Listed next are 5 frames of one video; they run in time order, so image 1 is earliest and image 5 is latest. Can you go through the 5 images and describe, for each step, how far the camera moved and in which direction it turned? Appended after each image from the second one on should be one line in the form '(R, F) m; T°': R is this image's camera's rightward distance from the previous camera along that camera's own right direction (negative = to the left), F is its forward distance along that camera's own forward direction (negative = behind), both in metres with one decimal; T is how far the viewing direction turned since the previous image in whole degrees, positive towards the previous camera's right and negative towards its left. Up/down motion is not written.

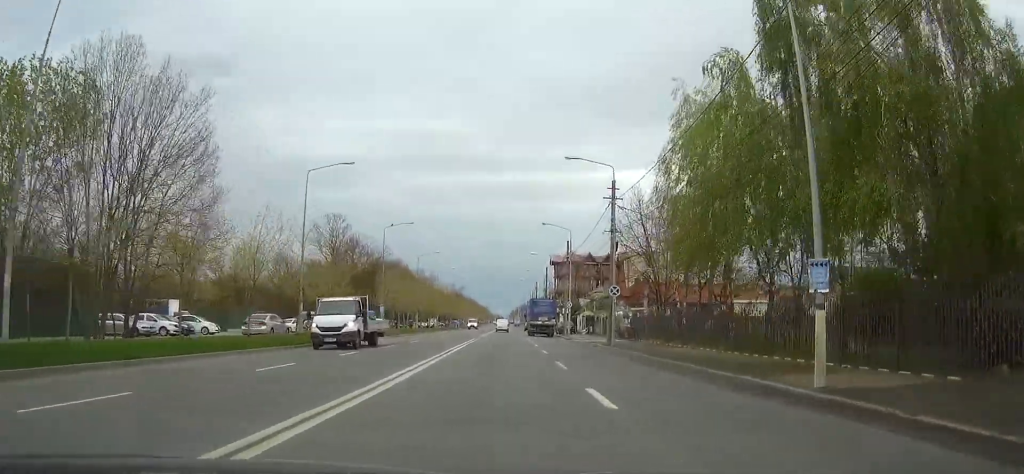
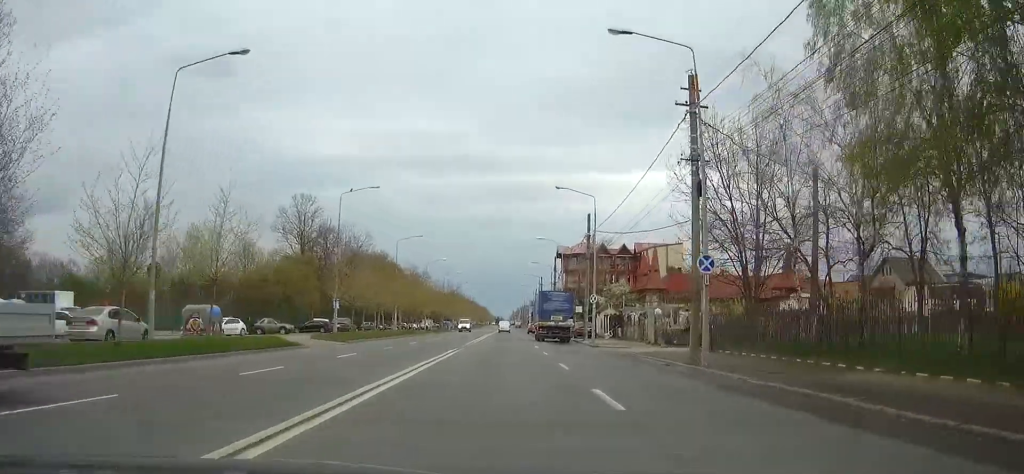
(0.0, +18.3) m; 0°
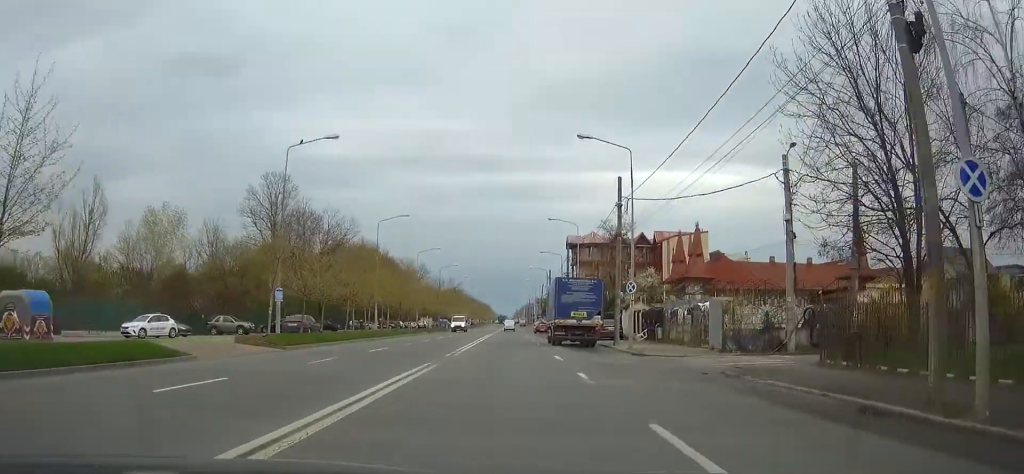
(0.0, +13.3) m; 0°
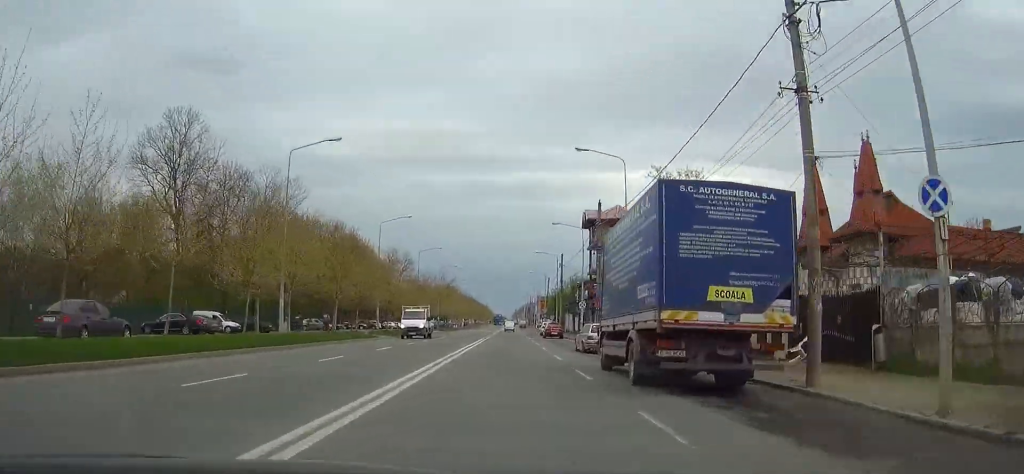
(0.0, +25.2) m; 0°
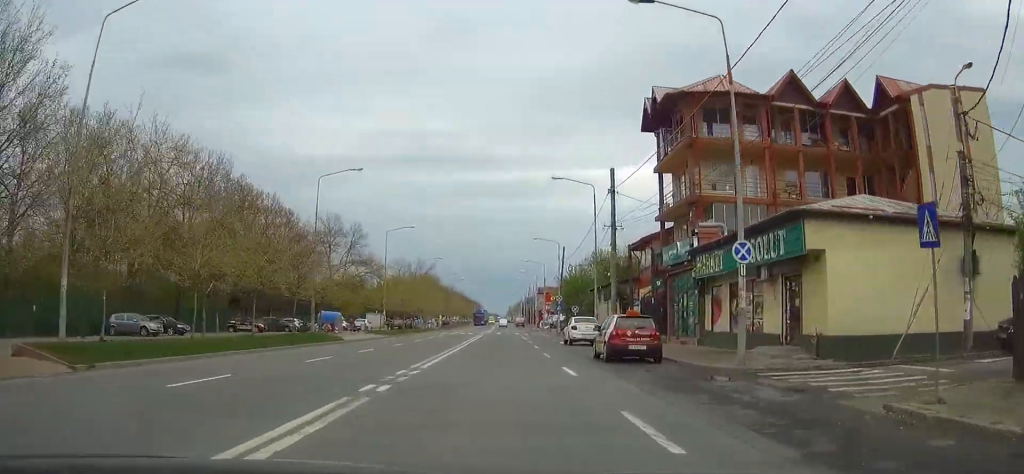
(0.0, +44.7) m; 0°
